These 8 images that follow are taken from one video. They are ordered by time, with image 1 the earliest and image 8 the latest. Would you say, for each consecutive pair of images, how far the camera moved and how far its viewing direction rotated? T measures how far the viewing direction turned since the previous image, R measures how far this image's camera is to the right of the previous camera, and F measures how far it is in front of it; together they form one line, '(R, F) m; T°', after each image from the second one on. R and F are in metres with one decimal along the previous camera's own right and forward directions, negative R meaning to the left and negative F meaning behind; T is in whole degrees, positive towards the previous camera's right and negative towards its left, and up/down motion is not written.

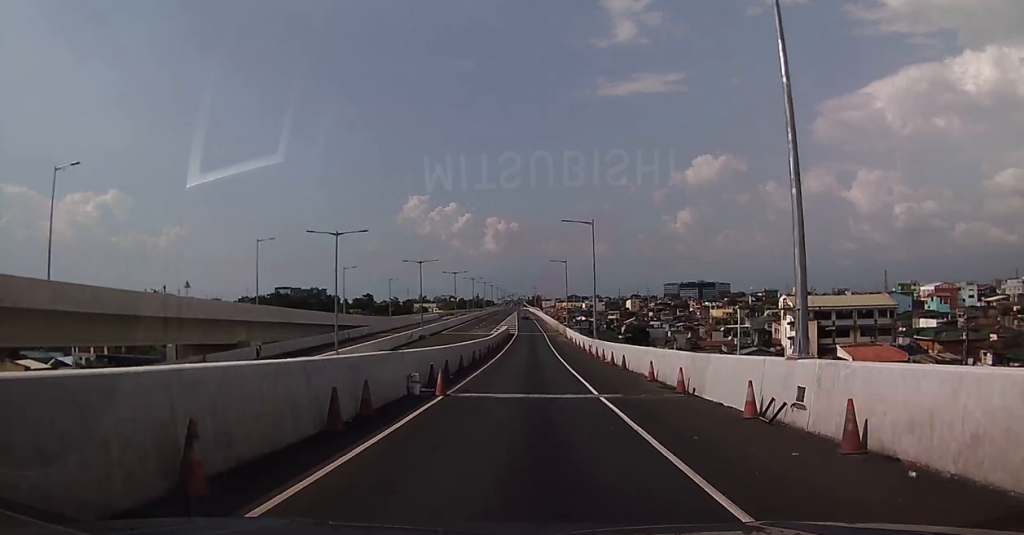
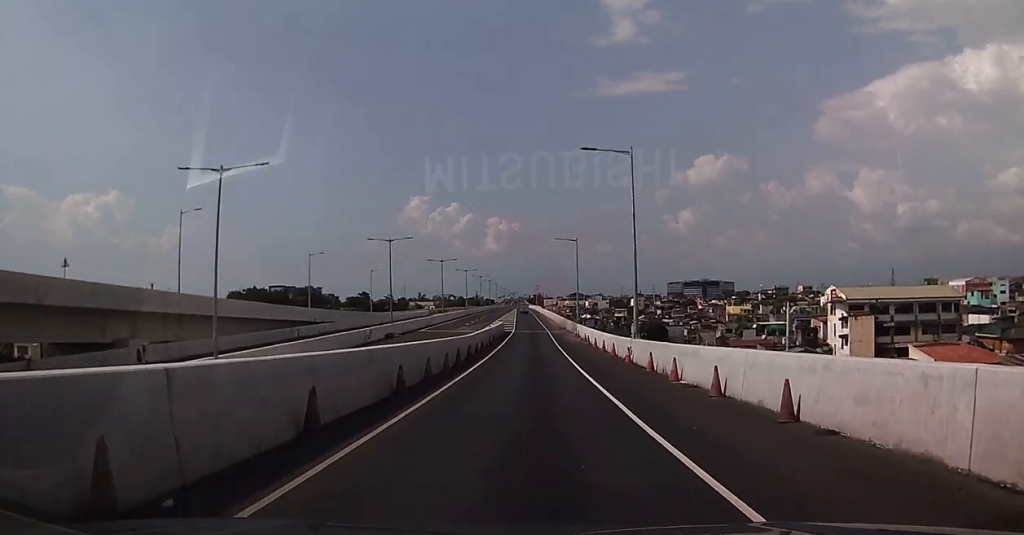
(-0.3, +19.8) m; 0°
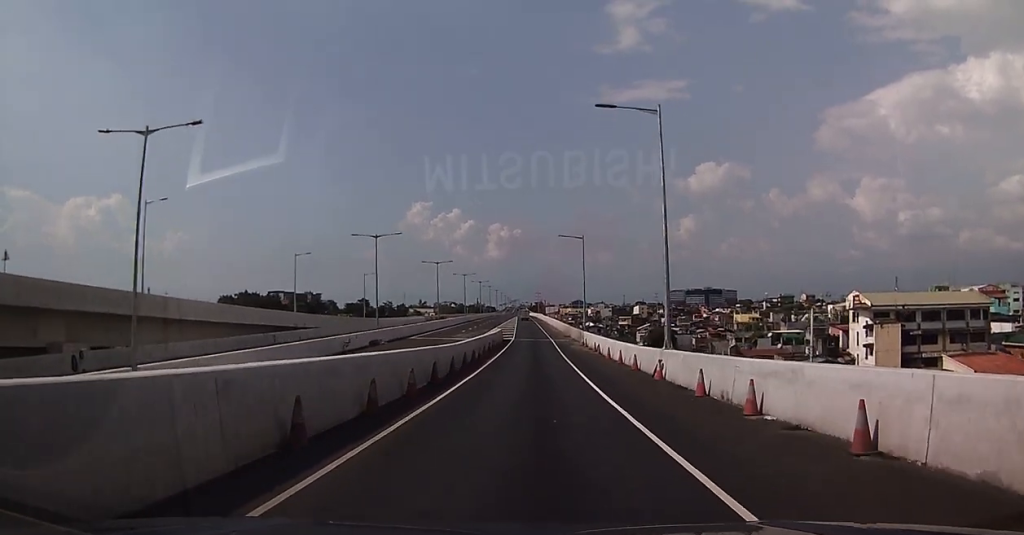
(0.0, +7.1) m; 0°
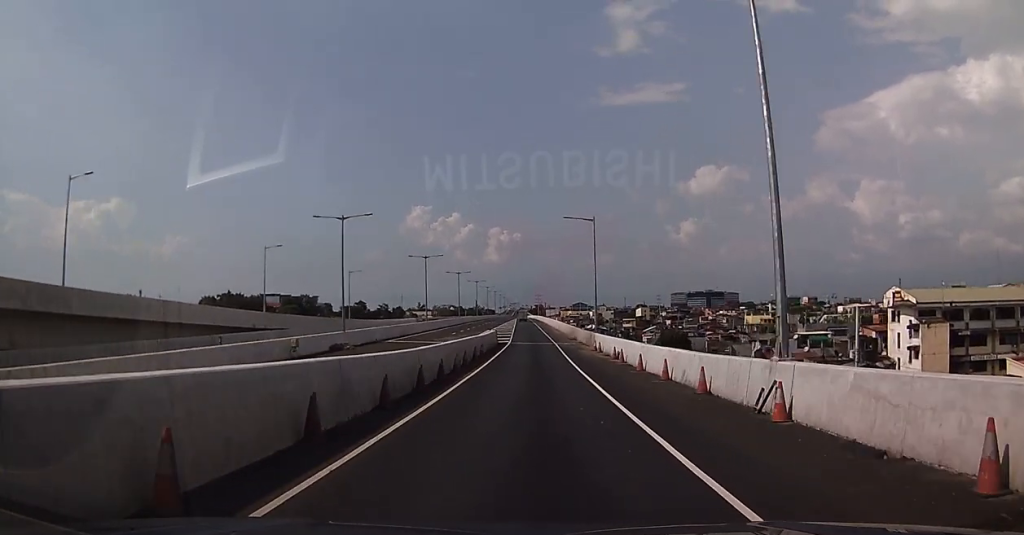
(0.0, +11.7) m; +1°
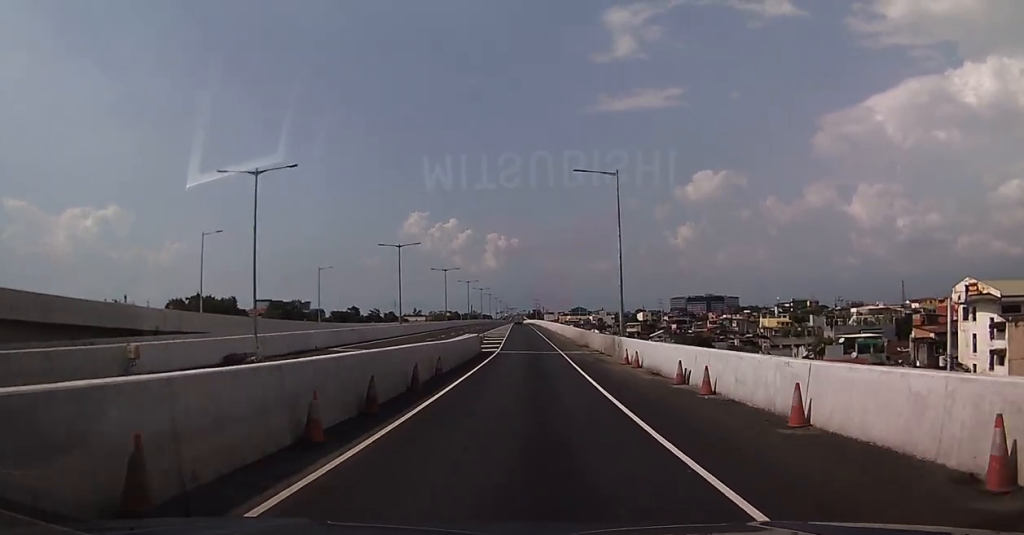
(+0.4, +16.7) m; 0°
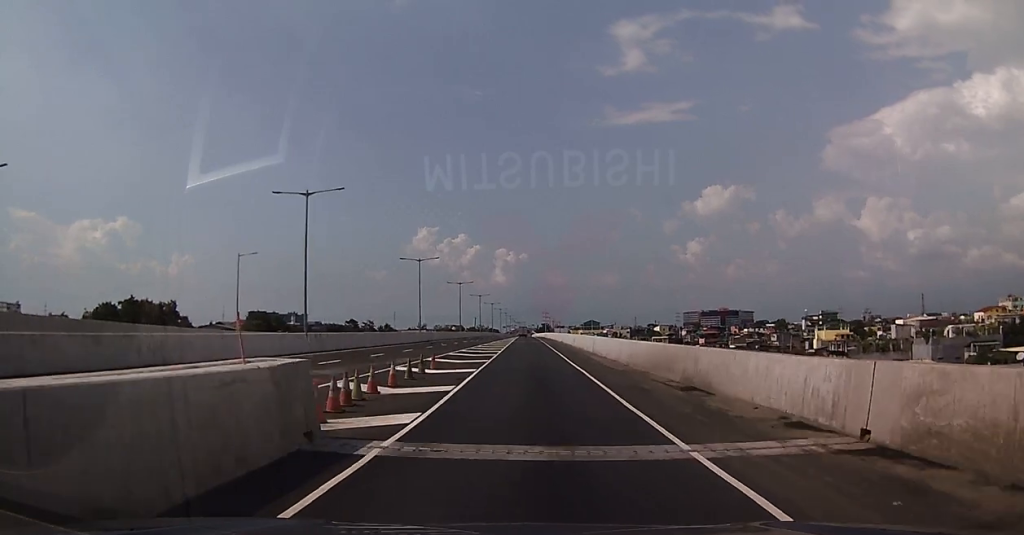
(+0.4, +34.3) m; +2°
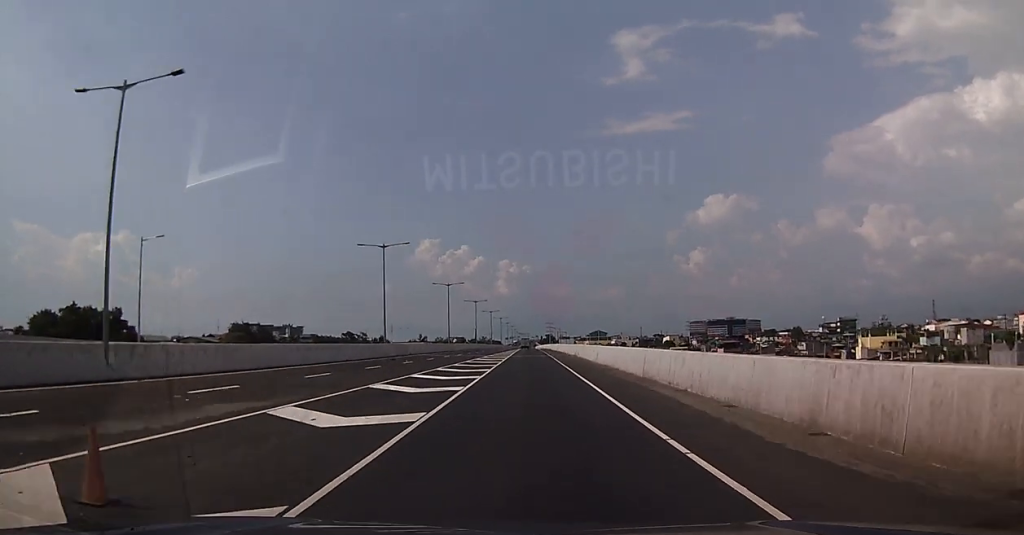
(0.0, +22.1) m; 0°
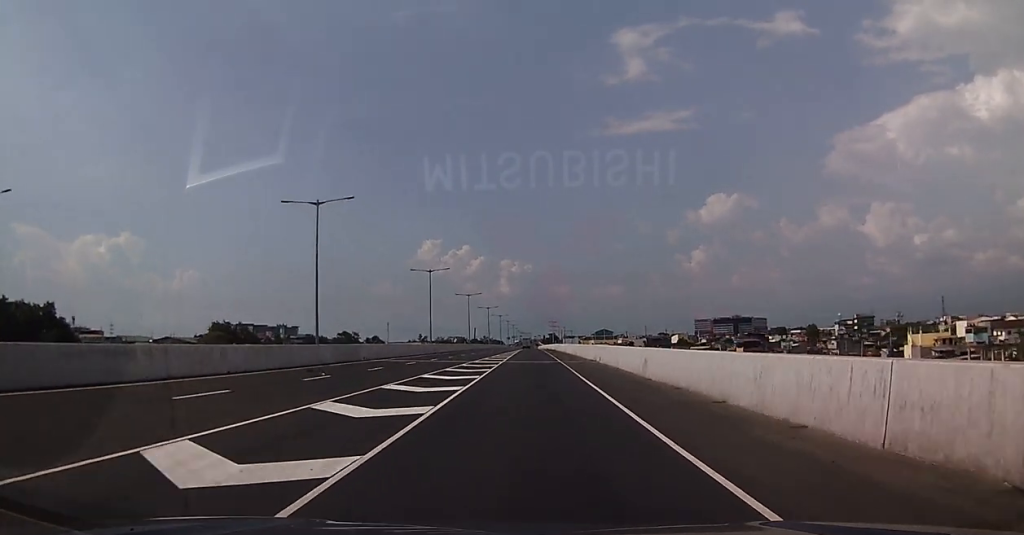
(-0.2, +20.2) m; -2°
